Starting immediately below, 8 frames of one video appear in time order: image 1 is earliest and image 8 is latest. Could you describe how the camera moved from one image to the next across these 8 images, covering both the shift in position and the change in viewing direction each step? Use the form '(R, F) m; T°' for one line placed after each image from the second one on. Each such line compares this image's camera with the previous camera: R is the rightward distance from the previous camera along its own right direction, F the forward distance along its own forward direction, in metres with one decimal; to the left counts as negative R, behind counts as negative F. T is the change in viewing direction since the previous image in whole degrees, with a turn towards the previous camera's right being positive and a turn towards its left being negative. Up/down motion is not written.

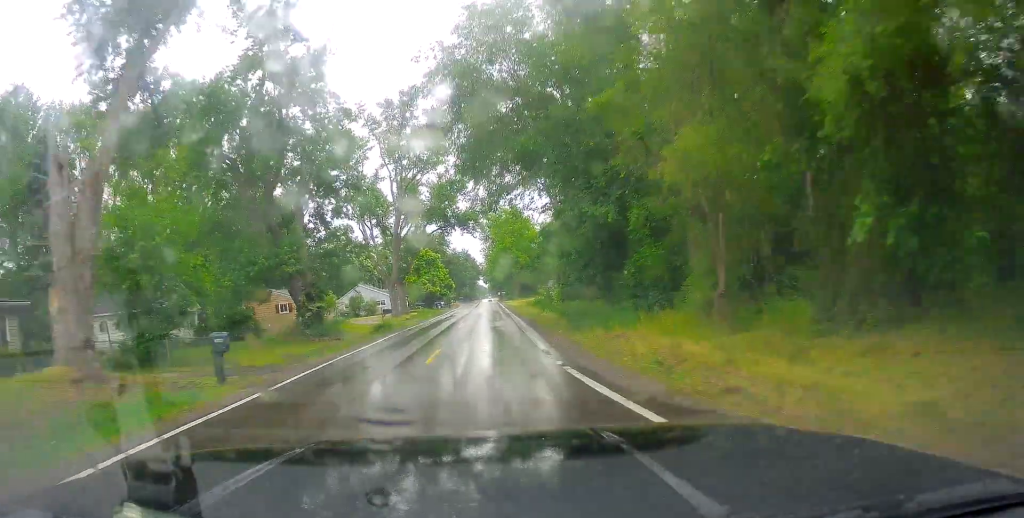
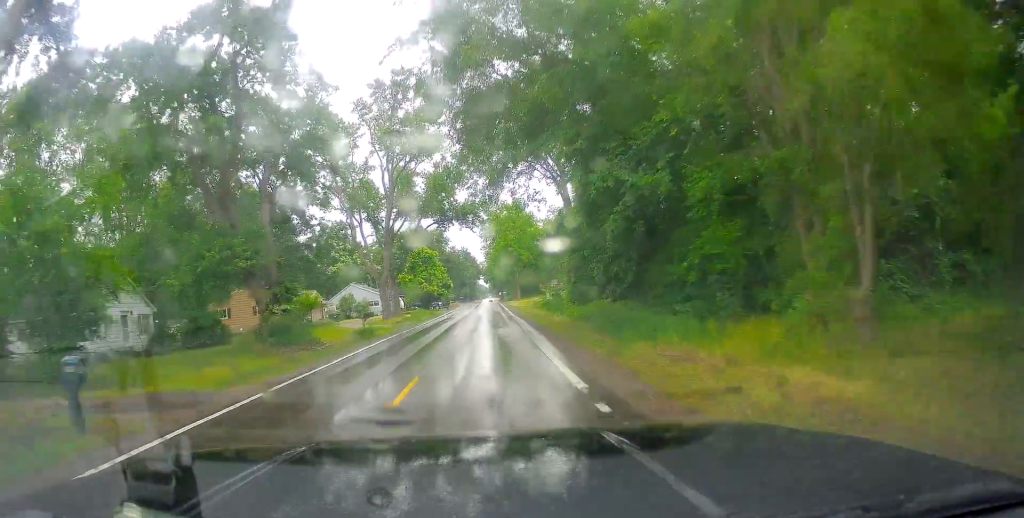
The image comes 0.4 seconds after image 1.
(0.0, +5.9) m; -1°
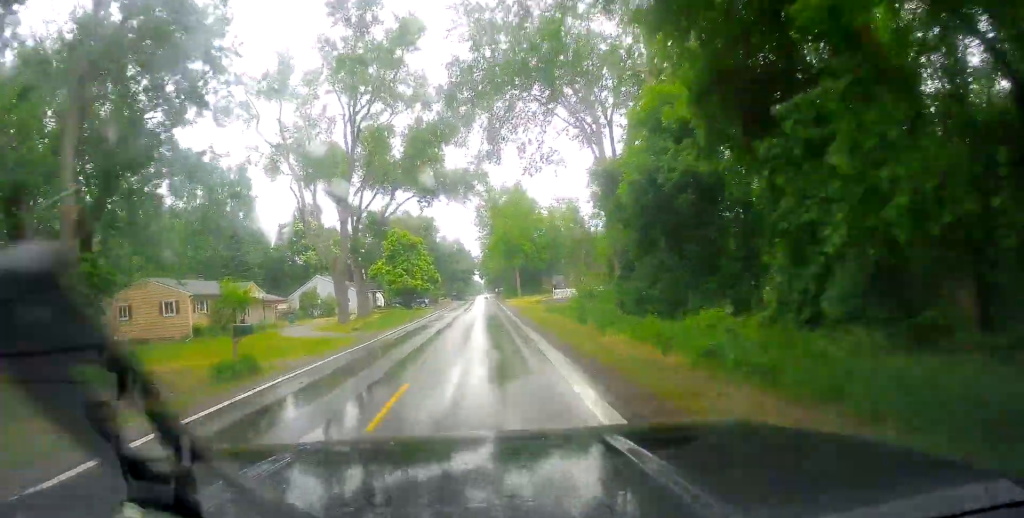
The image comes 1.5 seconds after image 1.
(-0.5, +15.4) m; -1°
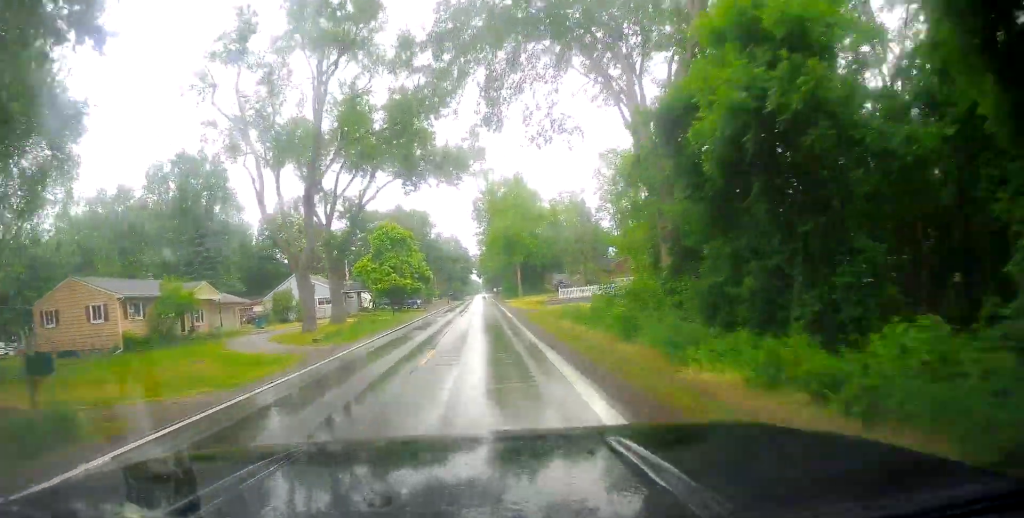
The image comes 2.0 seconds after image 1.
(-0.3, +7.6) m; 0°
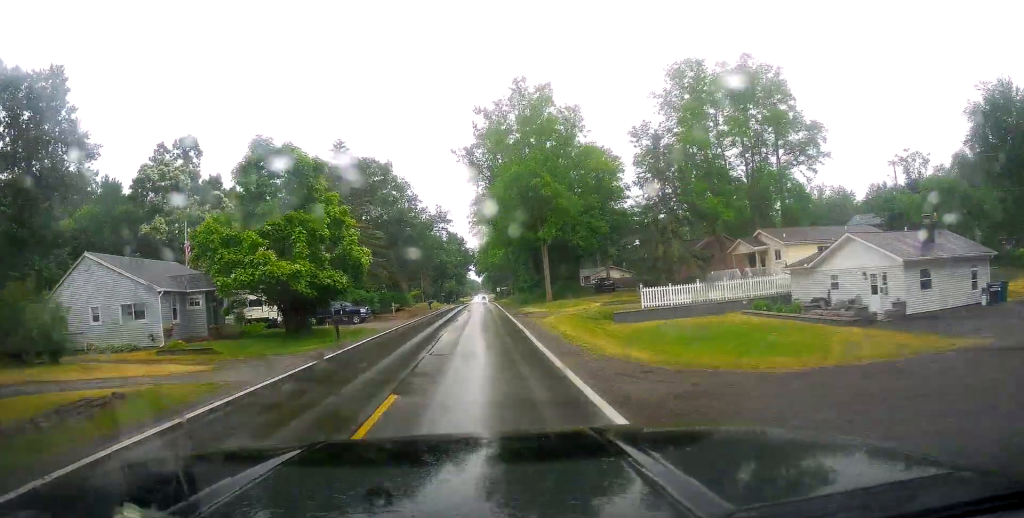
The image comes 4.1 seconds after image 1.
(+1.0, +36.9) m; +2°
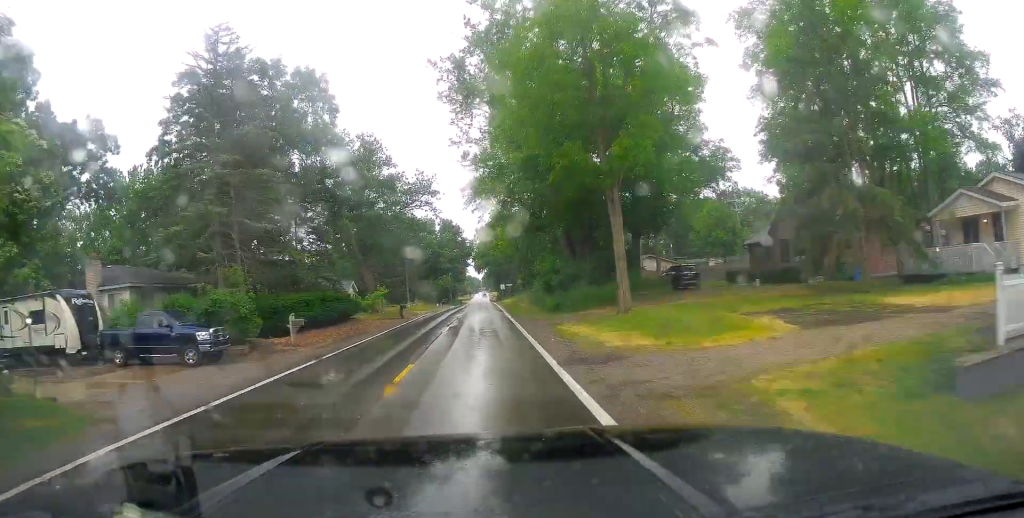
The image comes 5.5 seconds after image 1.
(+0.4, +26.3) m; 0°
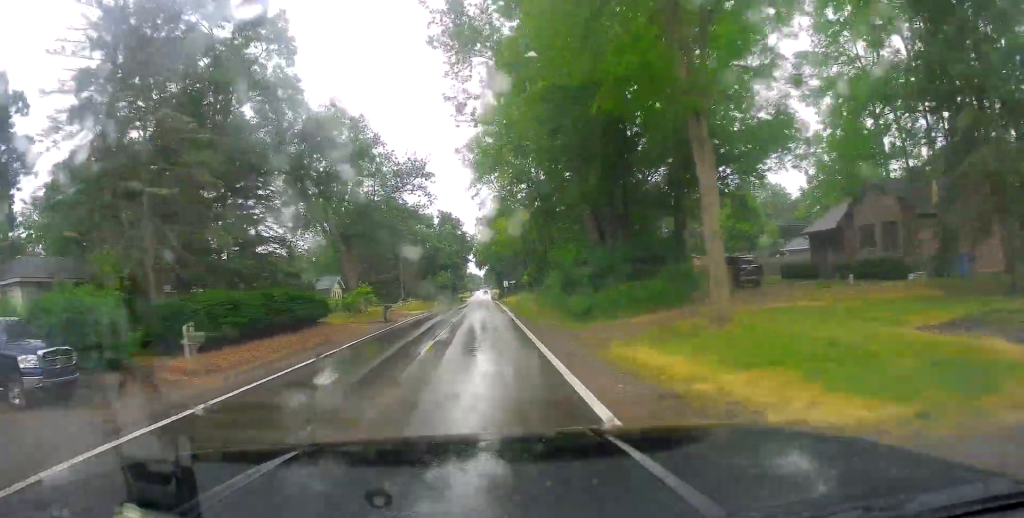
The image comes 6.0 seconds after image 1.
(+0.1, +9.1) m; -1°
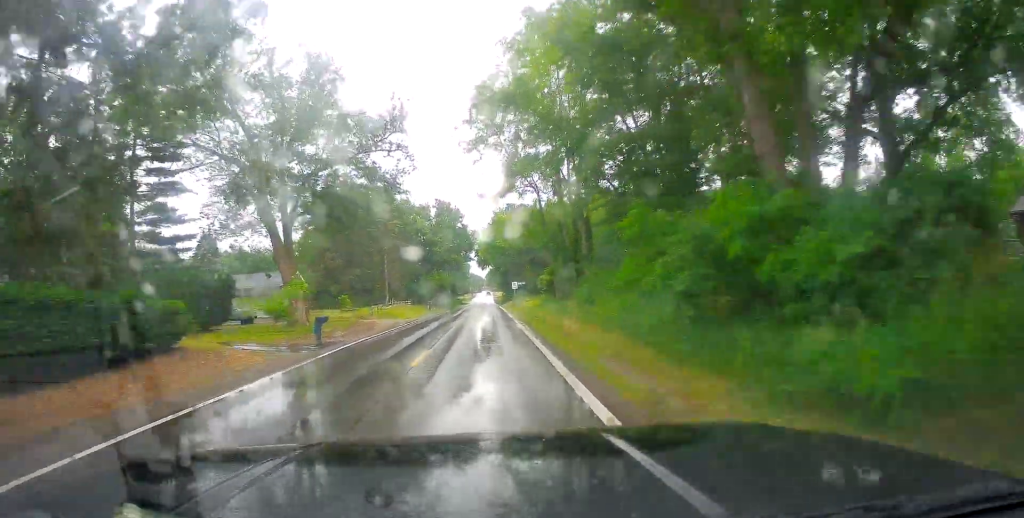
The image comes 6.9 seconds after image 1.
(-0.8, +18.5) m; 0°
